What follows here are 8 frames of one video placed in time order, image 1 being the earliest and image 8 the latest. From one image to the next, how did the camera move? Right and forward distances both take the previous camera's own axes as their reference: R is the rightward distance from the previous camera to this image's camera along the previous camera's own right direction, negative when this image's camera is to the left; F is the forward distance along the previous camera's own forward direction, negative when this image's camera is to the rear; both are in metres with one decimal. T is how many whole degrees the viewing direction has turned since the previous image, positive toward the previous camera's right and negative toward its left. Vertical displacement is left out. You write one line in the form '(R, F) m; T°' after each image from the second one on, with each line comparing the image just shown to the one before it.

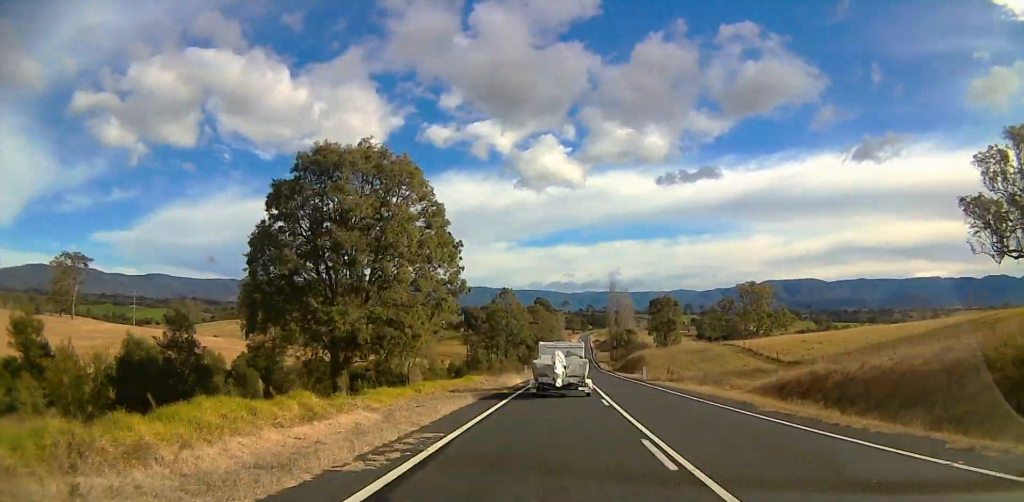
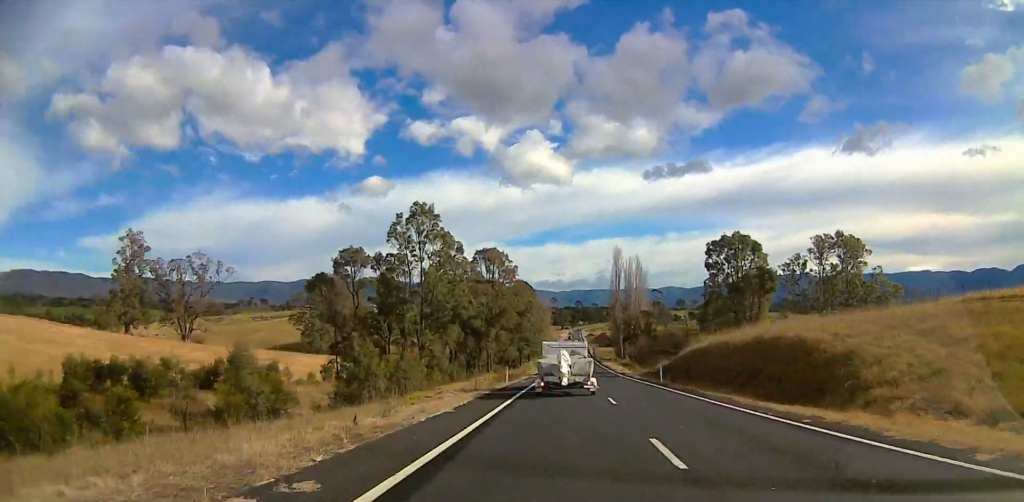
(+0.6, +60.6) m; +2°
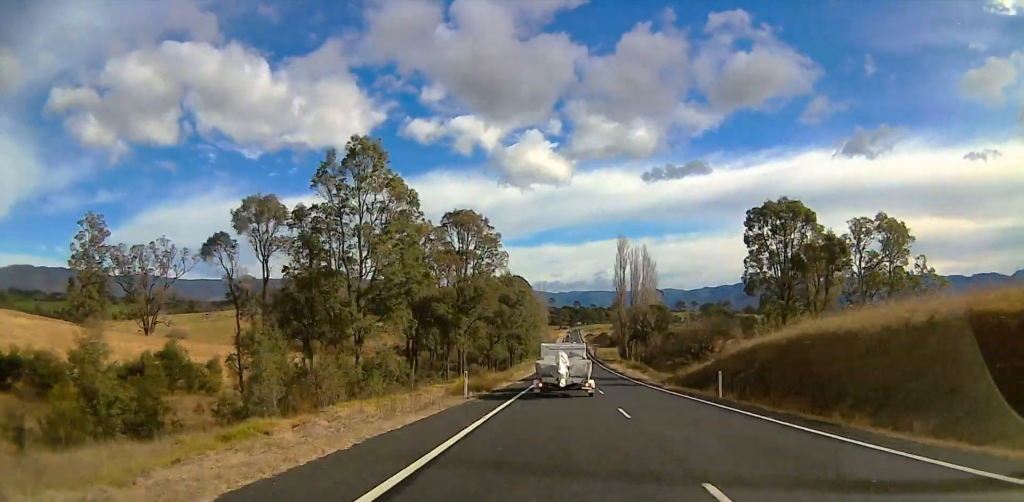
(+0.1, +15.9) m; 0°
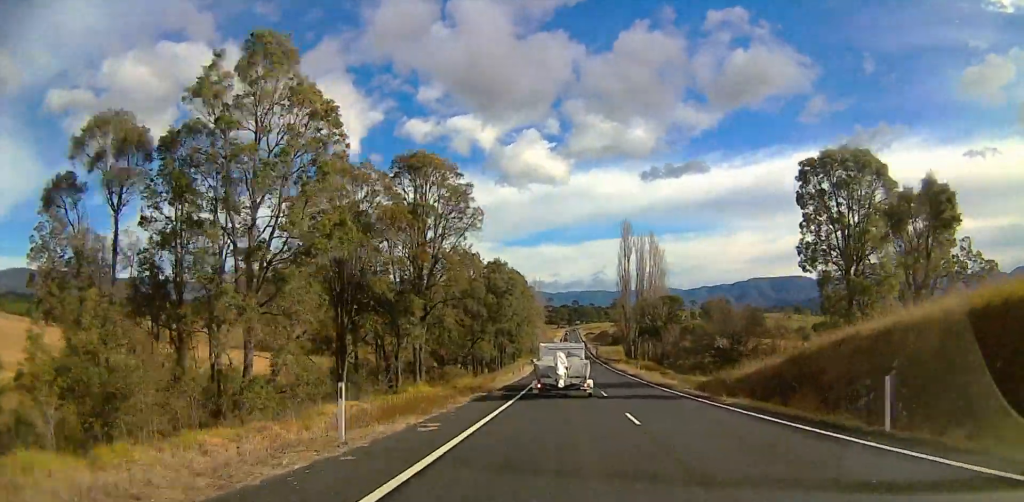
(0.0, +13.4) m; 0°
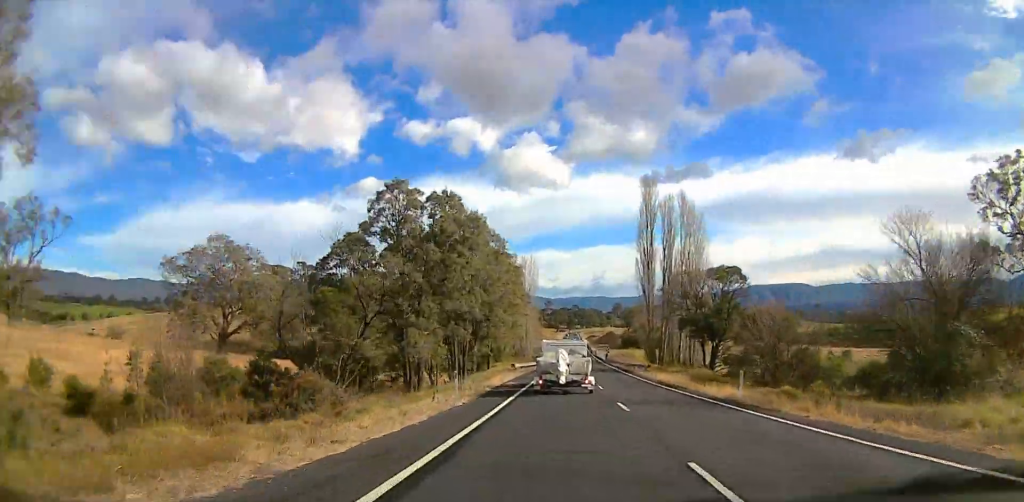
(0.0, +31.7) m; 0°
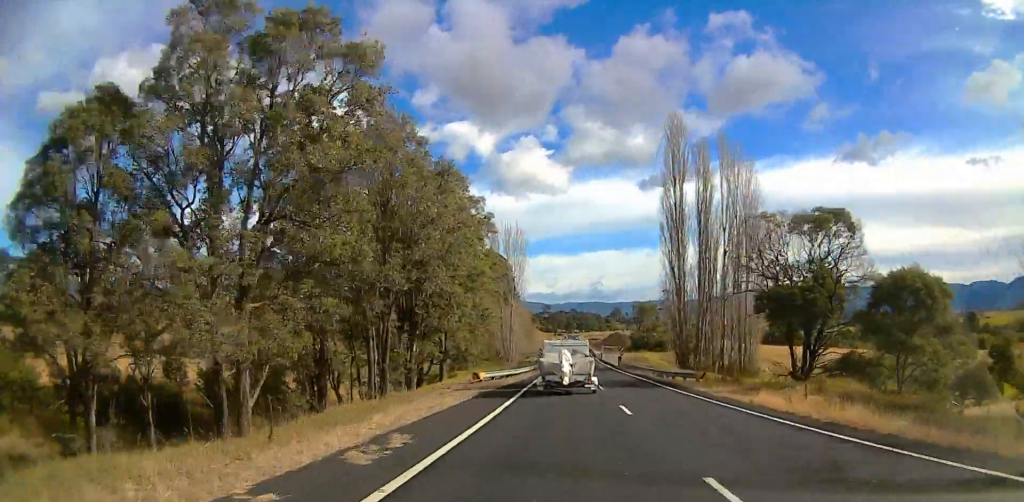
(0.0, +24.2) m; 0°
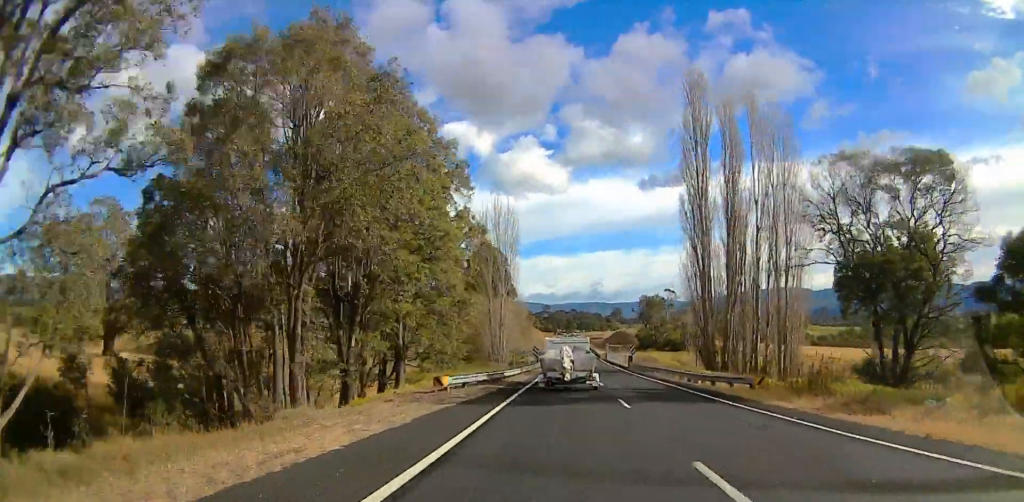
(0.0, +10.8) m; 0°
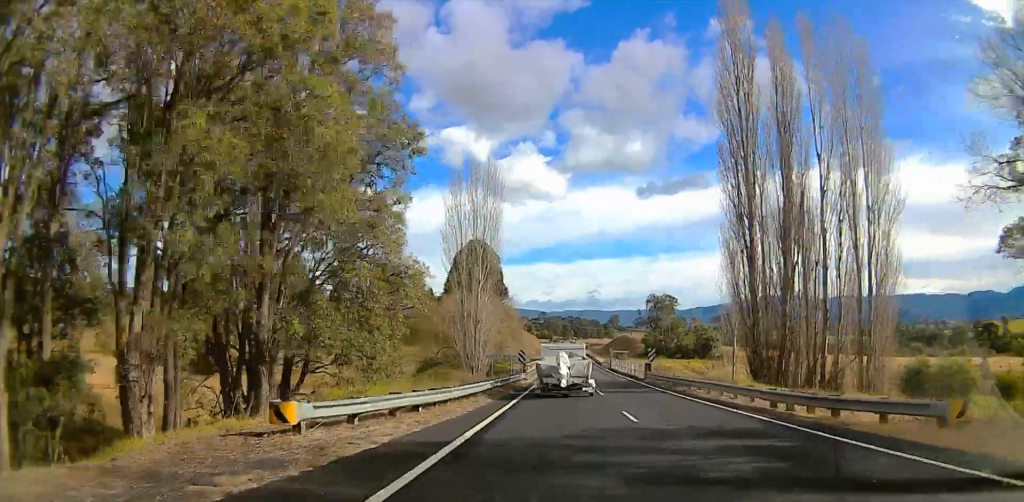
(0.0, +14.2) m; 0°
